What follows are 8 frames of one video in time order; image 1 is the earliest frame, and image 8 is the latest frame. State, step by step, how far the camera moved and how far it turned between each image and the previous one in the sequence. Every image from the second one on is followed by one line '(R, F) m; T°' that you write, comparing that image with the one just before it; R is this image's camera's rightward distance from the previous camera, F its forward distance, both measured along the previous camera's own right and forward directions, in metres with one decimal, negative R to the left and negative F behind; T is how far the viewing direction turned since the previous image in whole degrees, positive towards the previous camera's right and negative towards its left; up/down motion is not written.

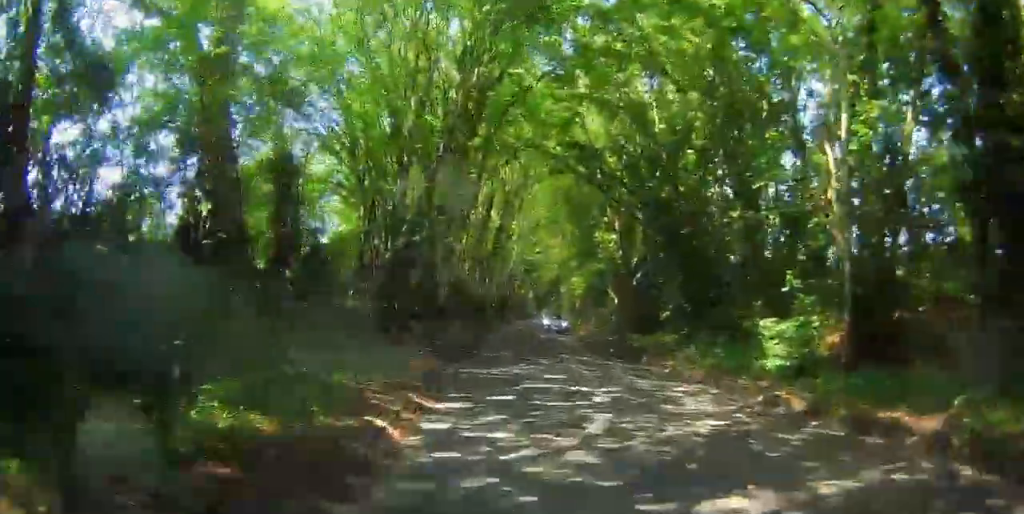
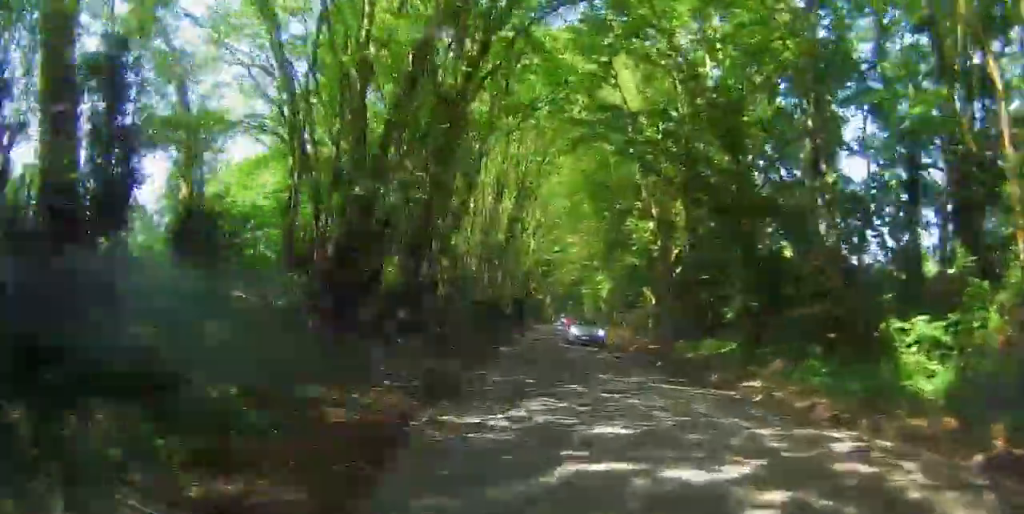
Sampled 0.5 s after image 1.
(0.0, +6.3) m; 0°
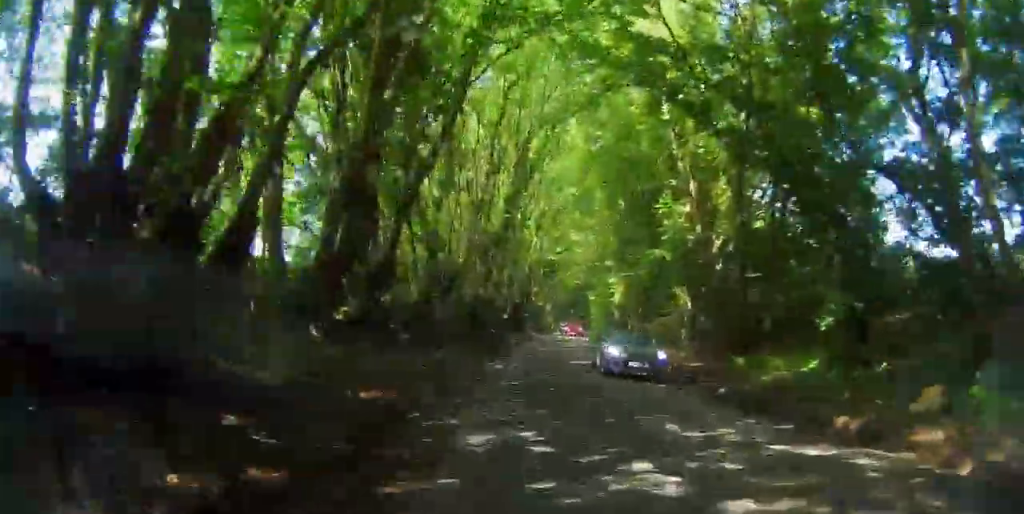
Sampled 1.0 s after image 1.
(0.0, +7.4) m; -1°
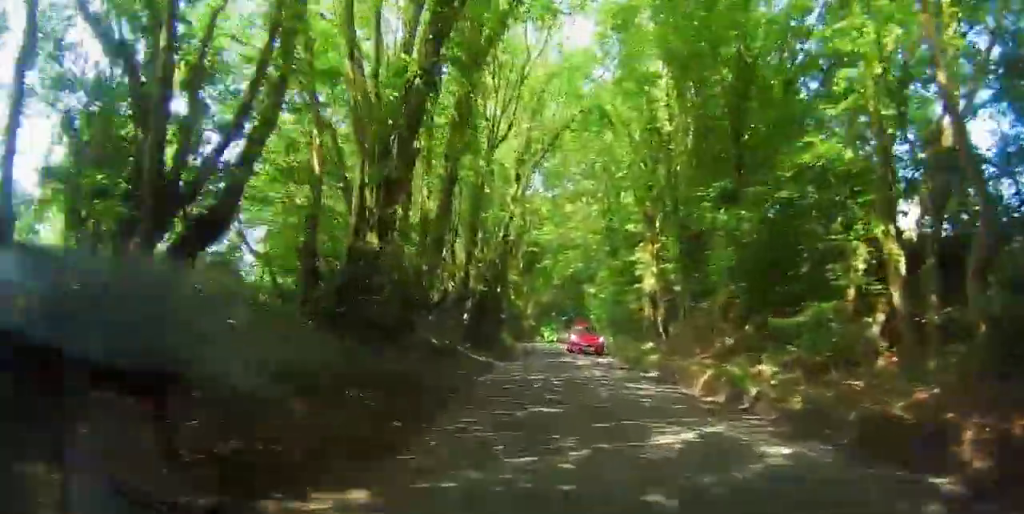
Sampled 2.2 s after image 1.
(-0.5, +16.7) m; -3°
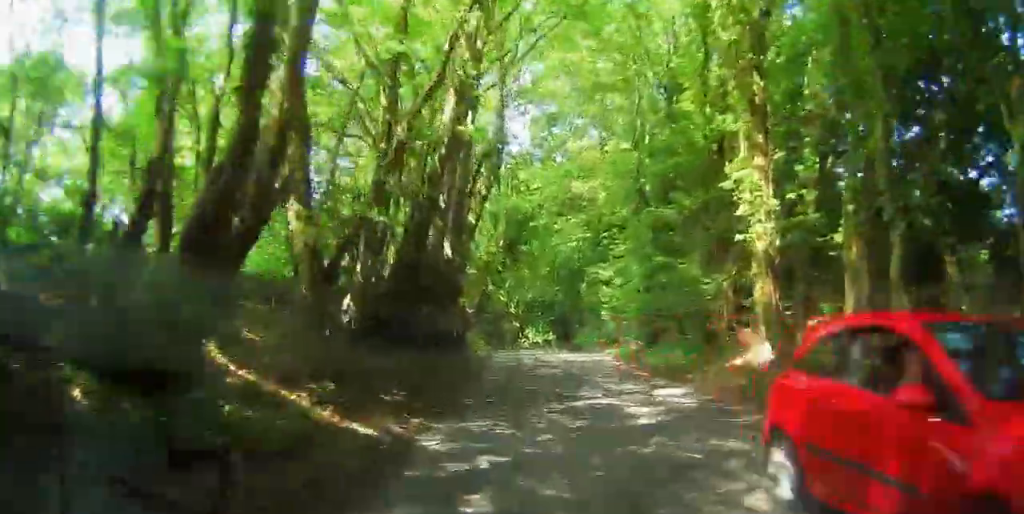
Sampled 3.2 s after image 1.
(-0.2, +15.5) m; 0°
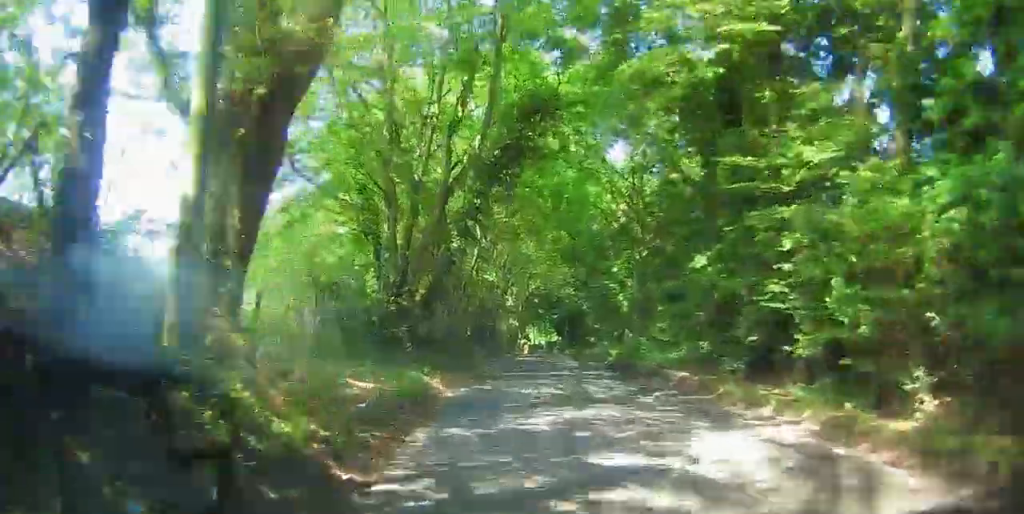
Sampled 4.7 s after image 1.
(+0.6, +23.8) m; +2°
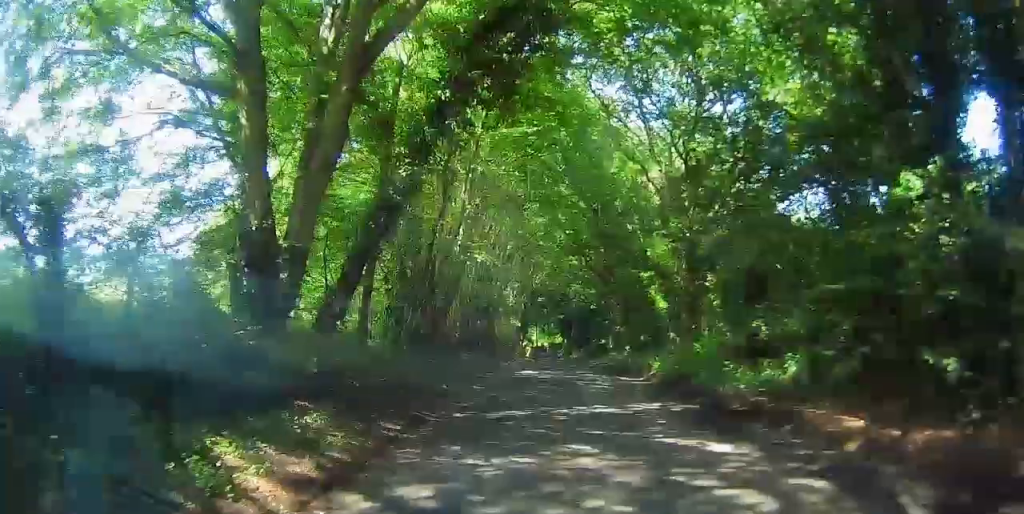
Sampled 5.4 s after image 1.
(0.0, +10.3) m; 0°
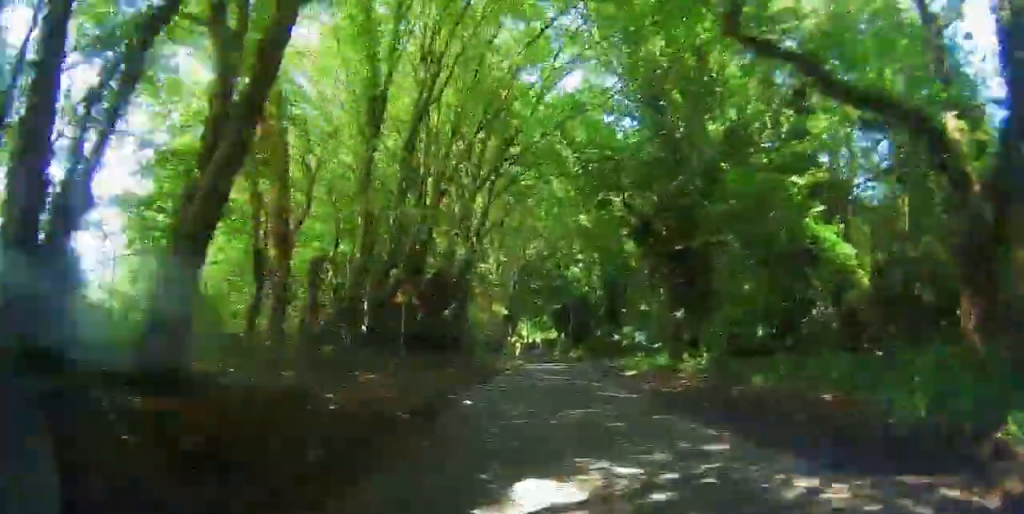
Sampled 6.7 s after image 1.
(-0.2, +19.7) m; -2°
